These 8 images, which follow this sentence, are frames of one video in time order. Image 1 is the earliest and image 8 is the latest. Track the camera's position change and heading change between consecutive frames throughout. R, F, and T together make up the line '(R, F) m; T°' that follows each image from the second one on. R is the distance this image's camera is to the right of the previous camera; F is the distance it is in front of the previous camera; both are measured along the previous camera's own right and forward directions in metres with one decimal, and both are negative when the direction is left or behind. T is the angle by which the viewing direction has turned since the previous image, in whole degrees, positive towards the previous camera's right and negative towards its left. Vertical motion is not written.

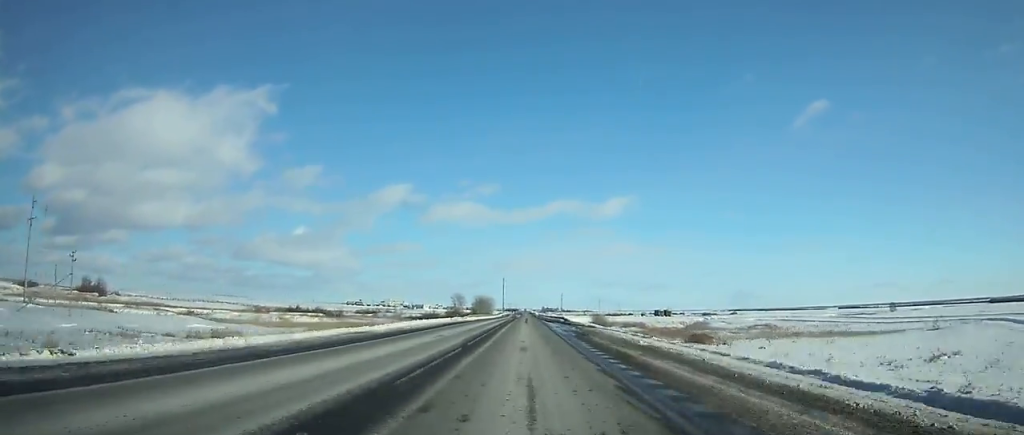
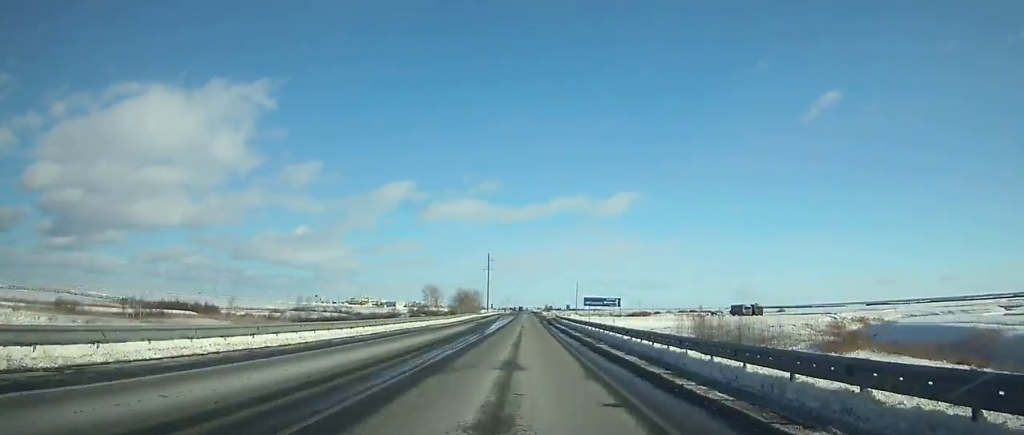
(+0.2, +128.6) m; 0°
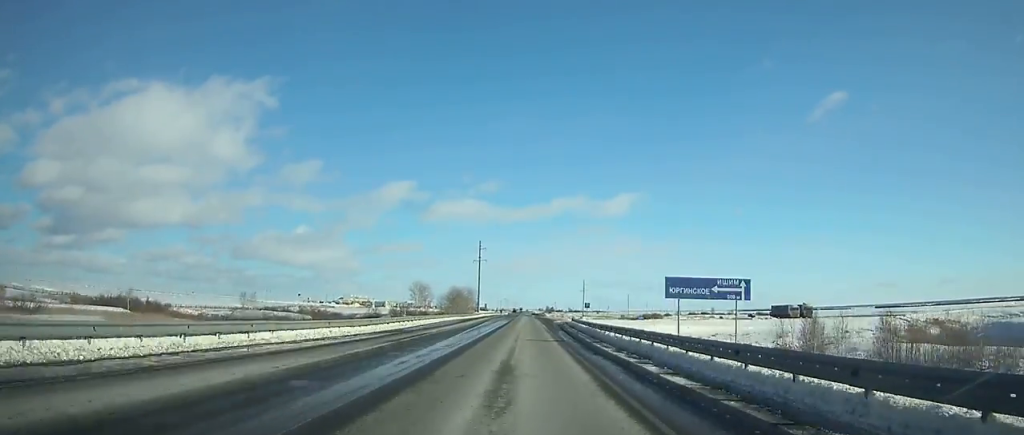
(0.0, +35.1) m; 0°
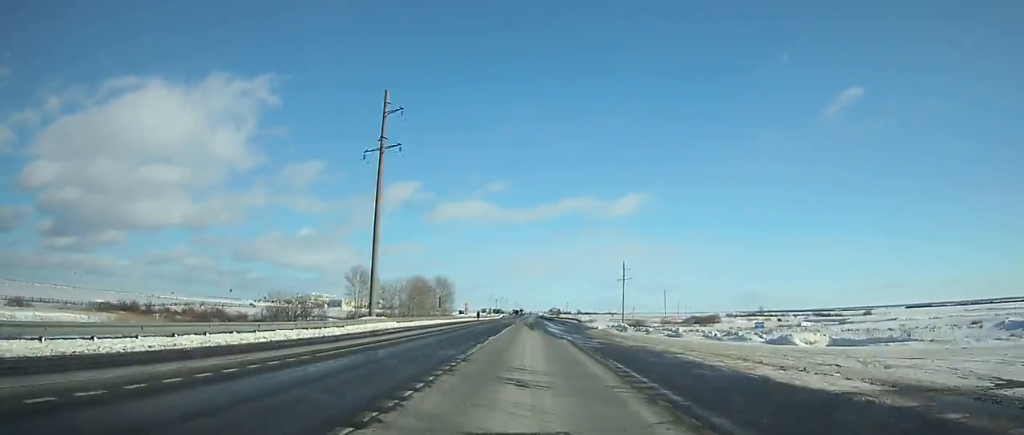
(-0.4, +108.5) m; 0°
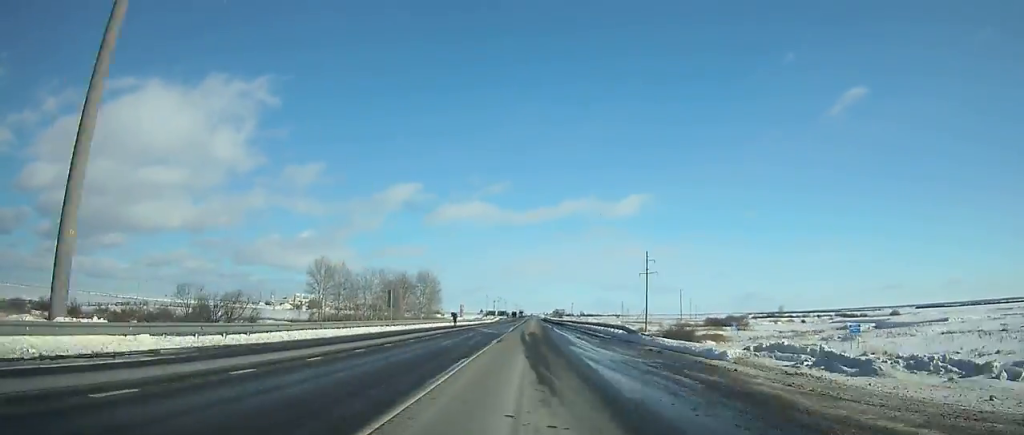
(0.0, +31.3) m; 0°
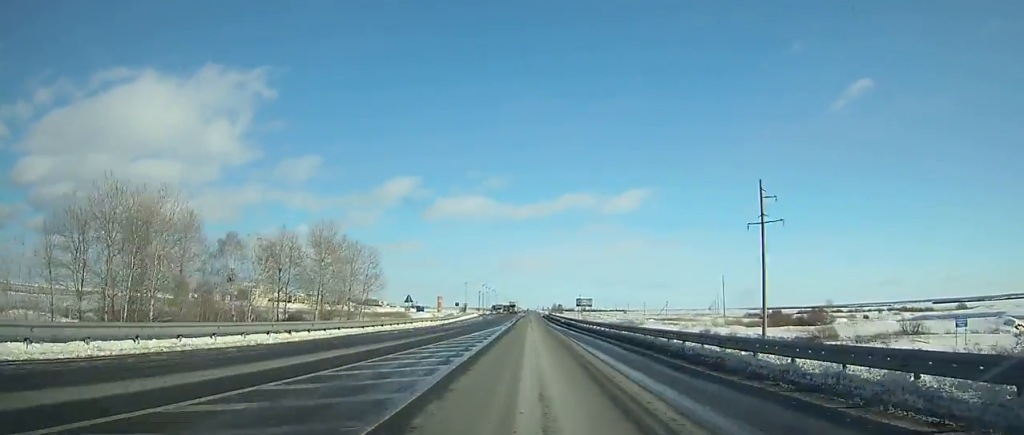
(+0.1, +71.6) m; 0°
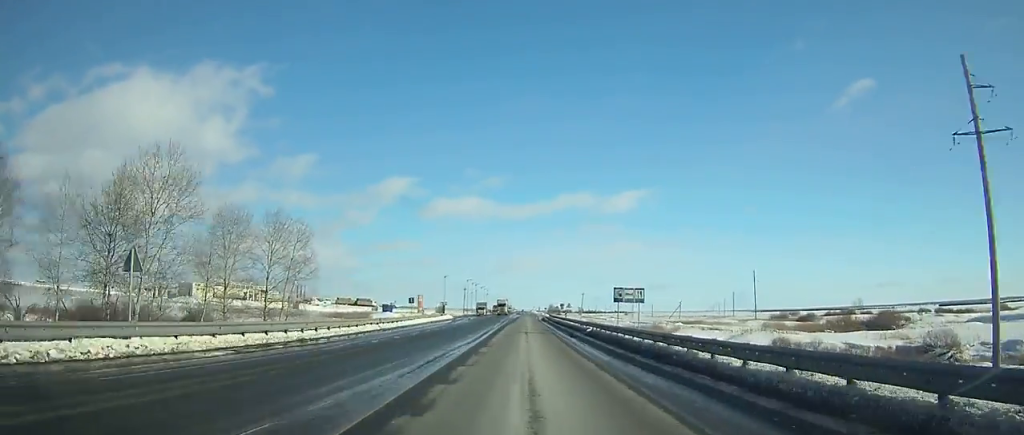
(0.0, +37.7) m; 0°
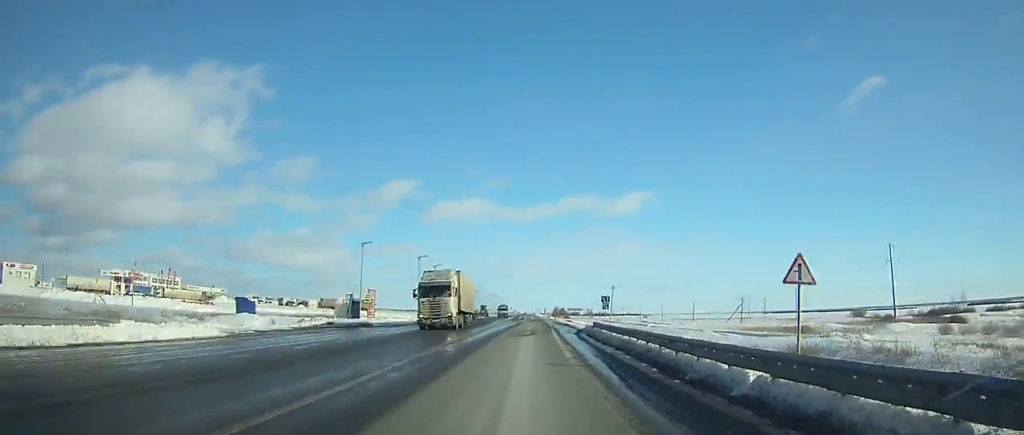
(+0.2, +76.5) m; 0°
